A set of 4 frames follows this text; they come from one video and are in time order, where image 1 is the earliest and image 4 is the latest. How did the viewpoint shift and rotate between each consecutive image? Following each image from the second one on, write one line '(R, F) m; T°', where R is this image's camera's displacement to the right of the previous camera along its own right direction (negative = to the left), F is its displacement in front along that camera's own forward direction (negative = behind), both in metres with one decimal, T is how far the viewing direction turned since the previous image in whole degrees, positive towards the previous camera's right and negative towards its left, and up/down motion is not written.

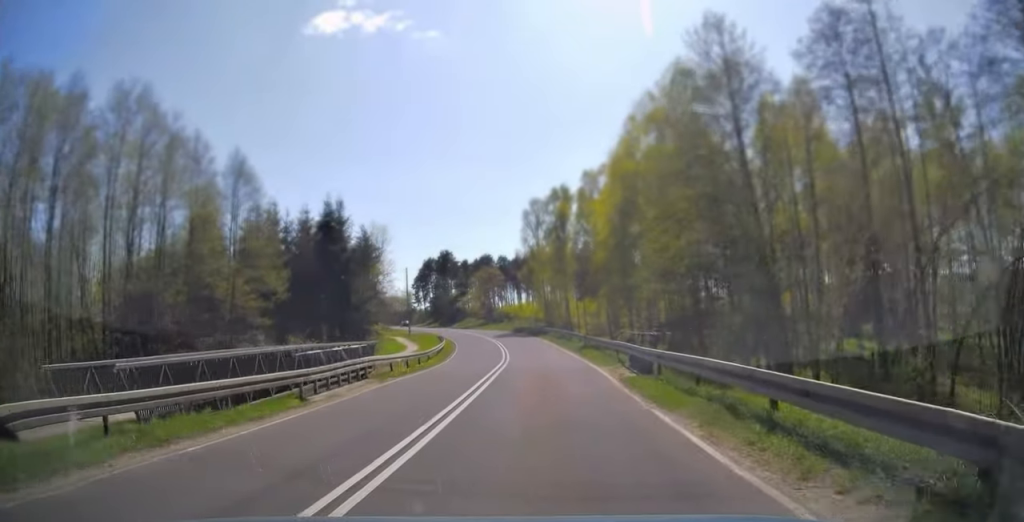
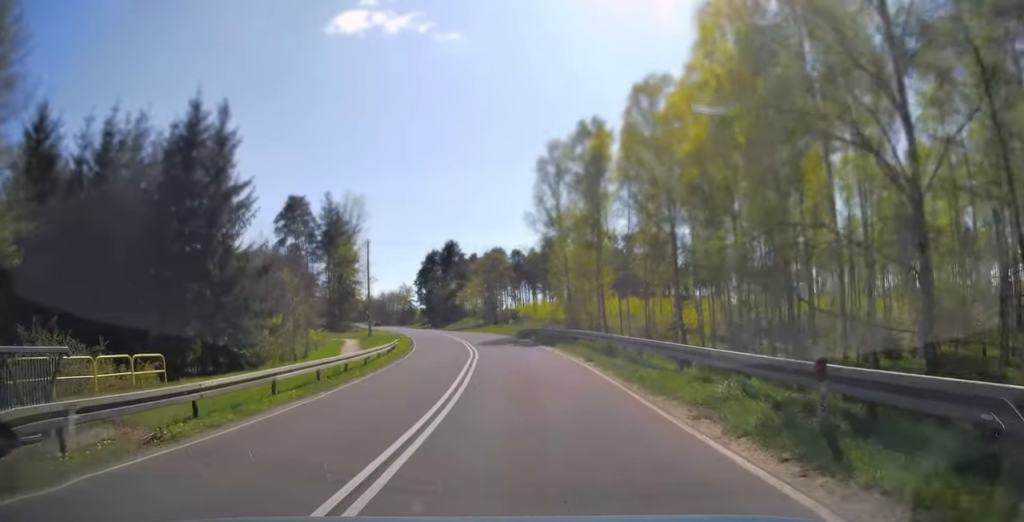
(-0.5, +26.9) m; -2°
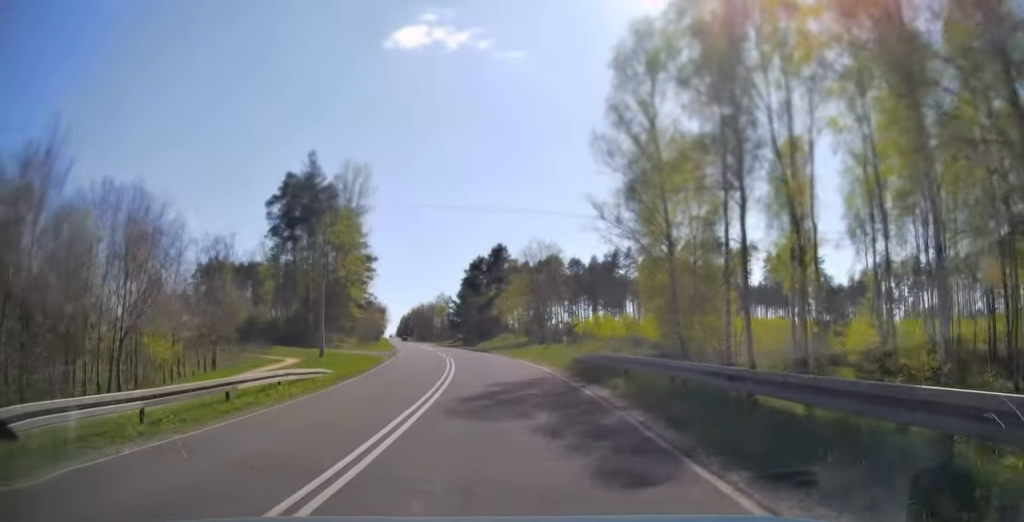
(-1.1, +25.3) m; -6°
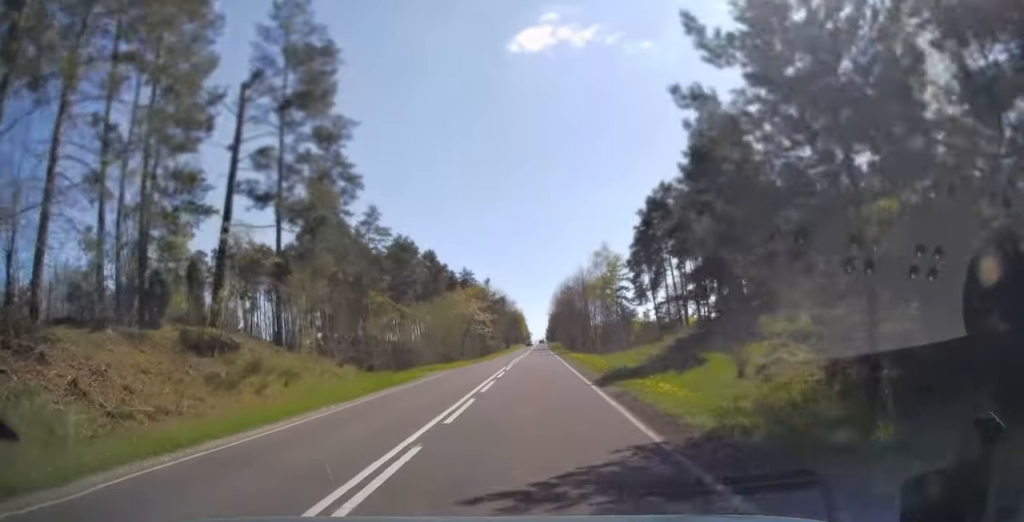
(-11.9, +74.4) m; -13°
